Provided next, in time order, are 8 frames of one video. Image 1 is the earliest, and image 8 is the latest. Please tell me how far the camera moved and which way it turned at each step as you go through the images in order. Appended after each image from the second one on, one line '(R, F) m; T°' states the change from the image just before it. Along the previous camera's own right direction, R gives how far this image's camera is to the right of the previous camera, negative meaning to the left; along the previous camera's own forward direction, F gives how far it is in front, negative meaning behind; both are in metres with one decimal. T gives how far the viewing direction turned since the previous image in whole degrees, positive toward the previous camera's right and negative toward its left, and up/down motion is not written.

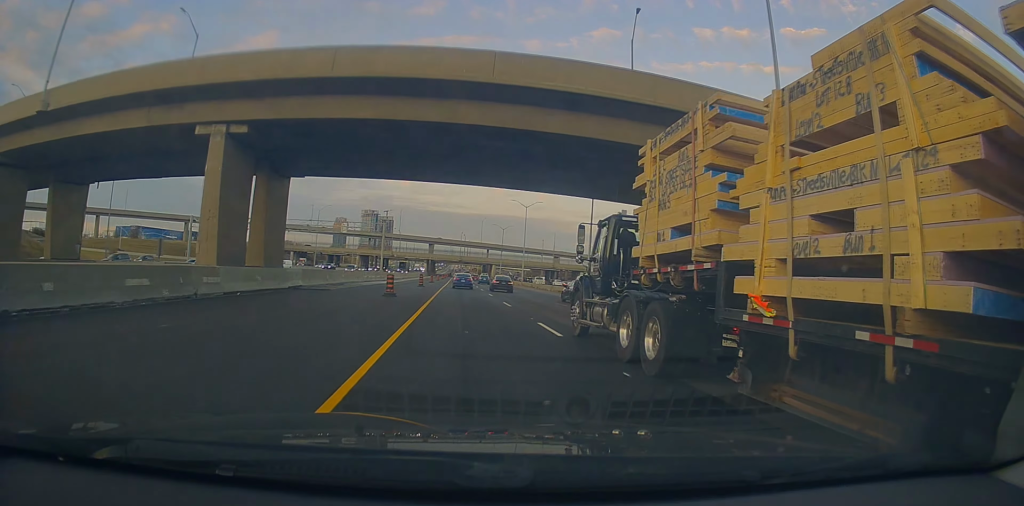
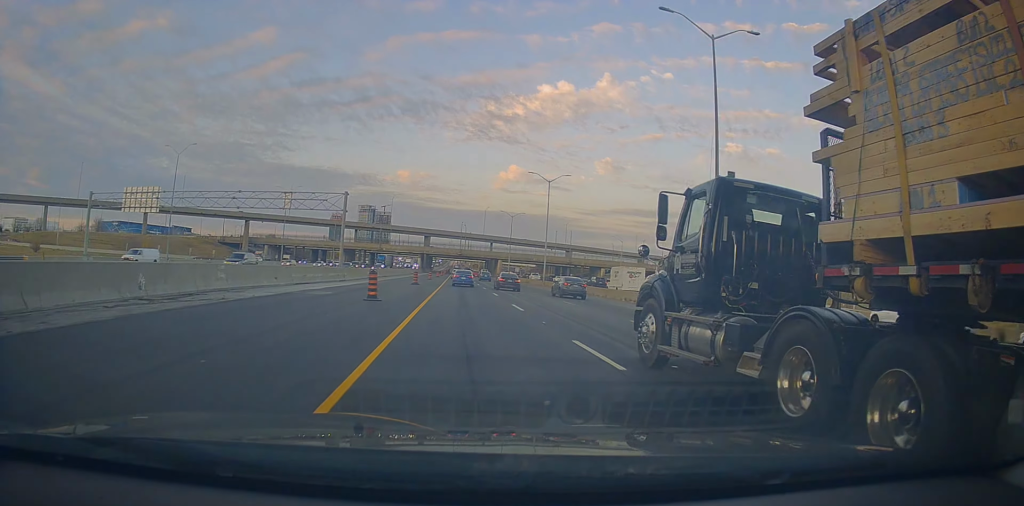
(+0.2, +28.5) m; +1°
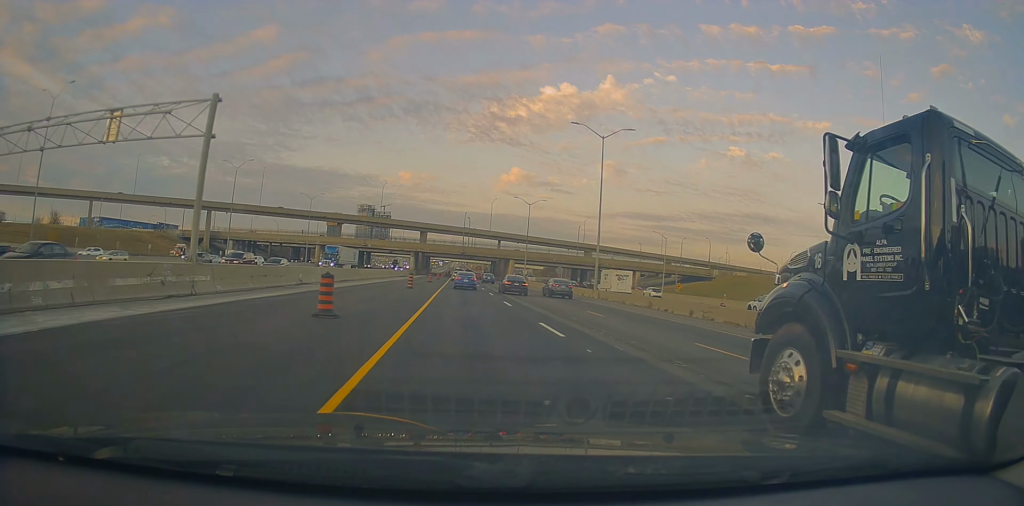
(+0.1, +31.0) m; +1°
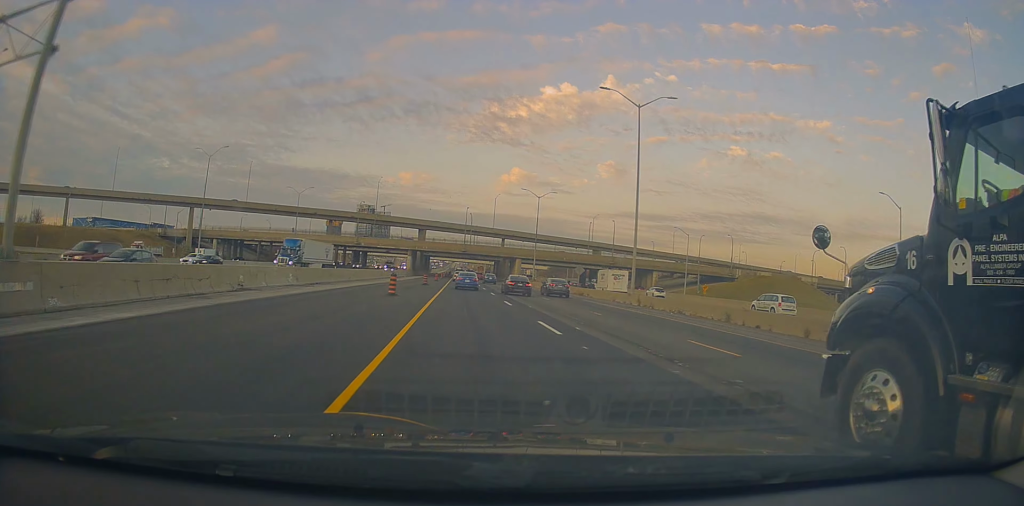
(+0.1, +11.3) m; 0°
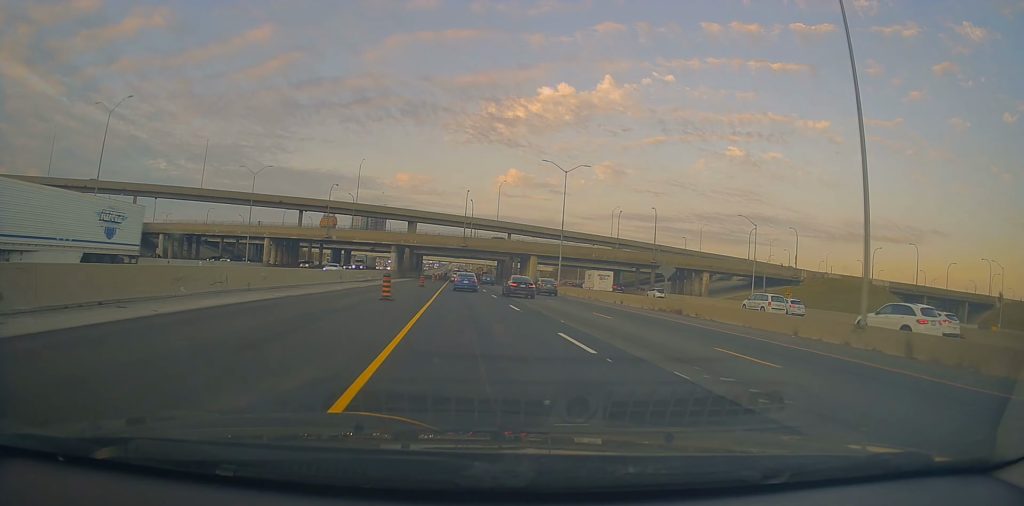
(+0.1, +26.9) m; 0°
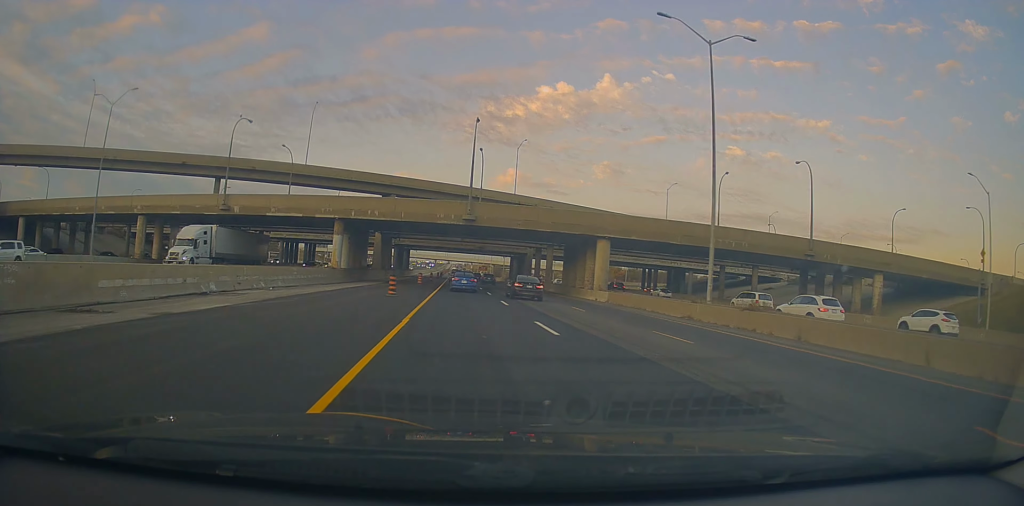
(-0.6, +44.8) m; -1°
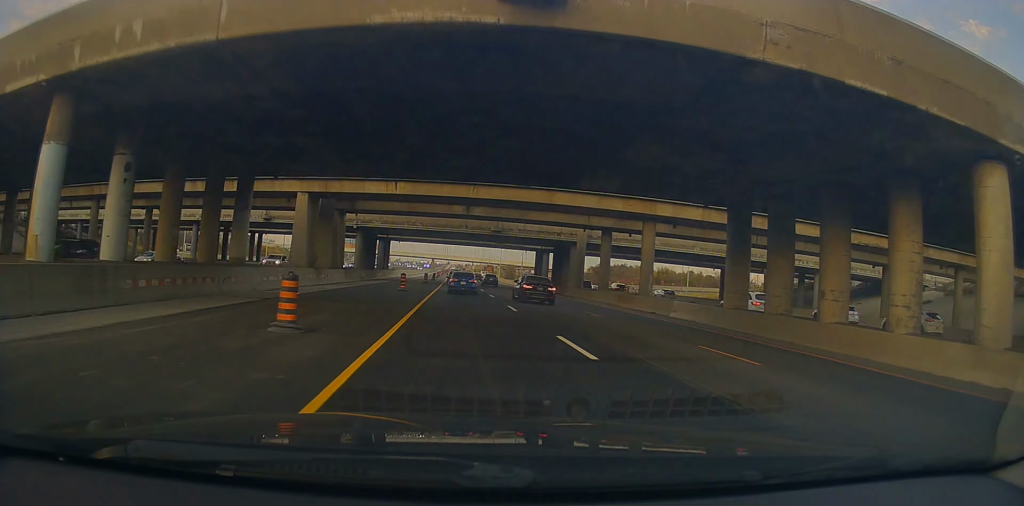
(+0.2, +39.3) m; +1°
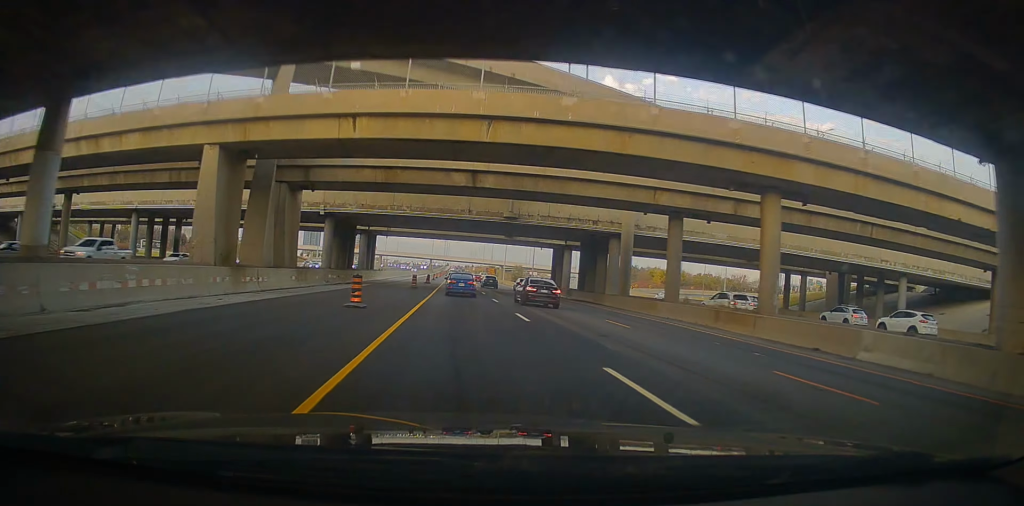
(0.0, +15.5) m; 0°
